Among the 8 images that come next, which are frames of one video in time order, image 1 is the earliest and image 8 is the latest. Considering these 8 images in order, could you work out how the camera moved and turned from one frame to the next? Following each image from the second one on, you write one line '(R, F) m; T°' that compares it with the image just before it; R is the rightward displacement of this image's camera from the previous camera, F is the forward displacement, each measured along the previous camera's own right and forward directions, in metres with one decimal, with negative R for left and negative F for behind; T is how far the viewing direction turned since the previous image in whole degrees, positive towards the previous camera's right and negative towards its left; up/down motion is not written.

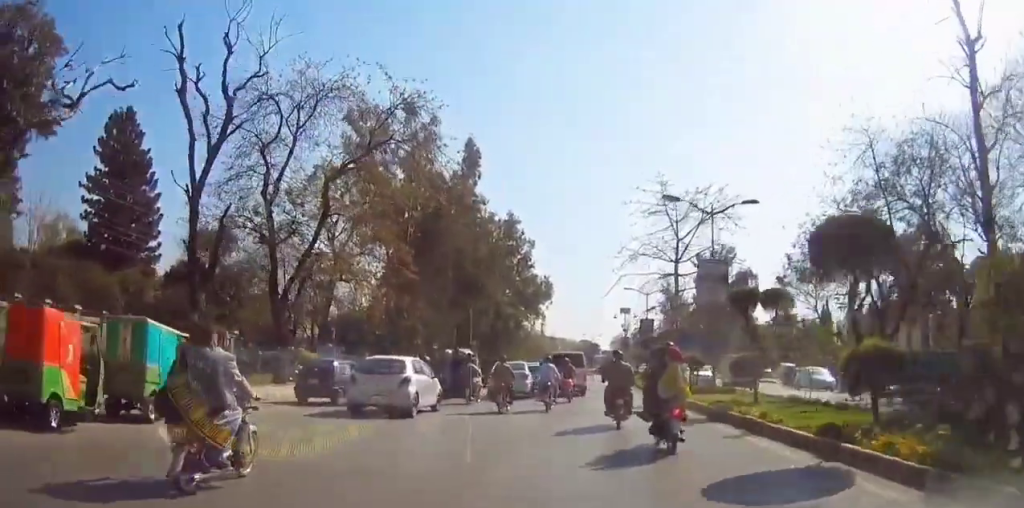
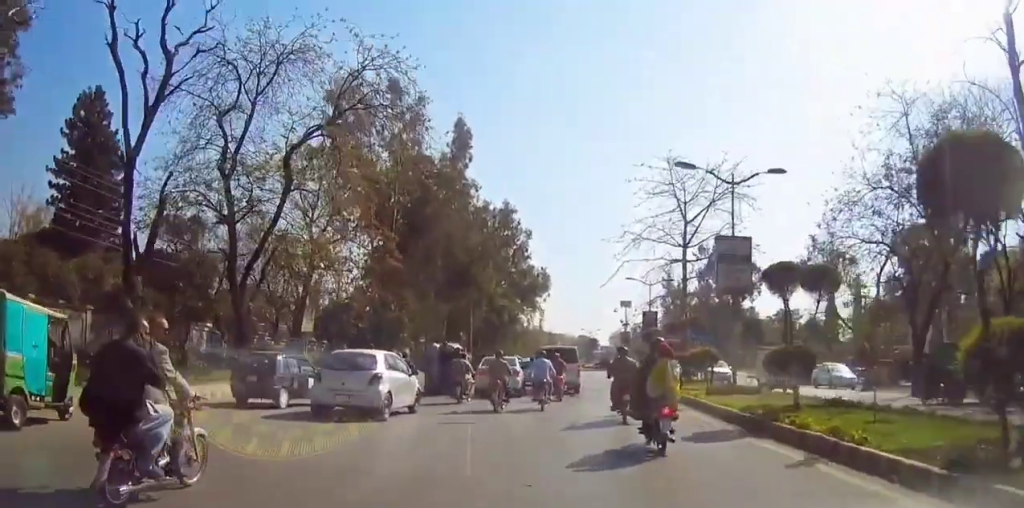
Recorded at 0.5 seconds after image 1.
(0.0, +4.2) m; +1°
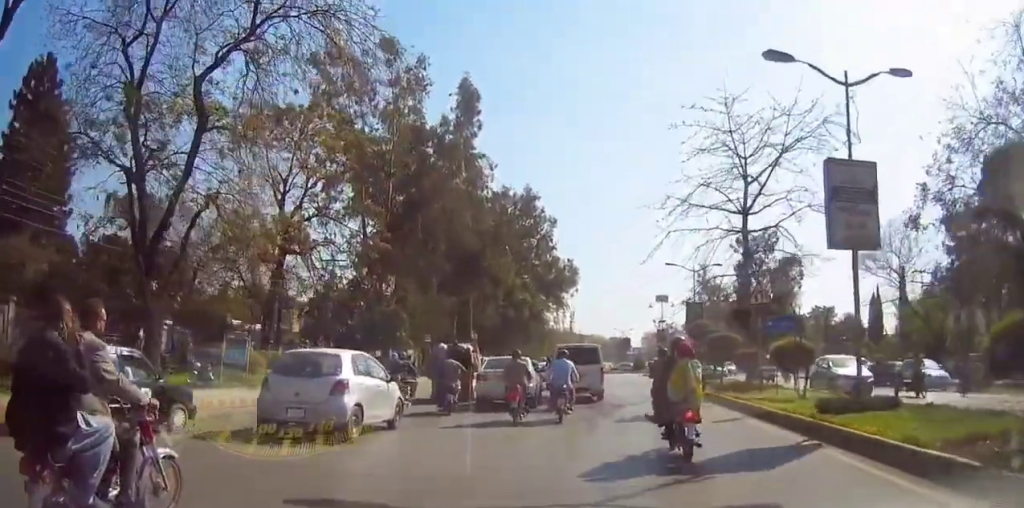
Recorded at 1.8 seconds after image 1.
(+0.1, +8.5) m; -2°
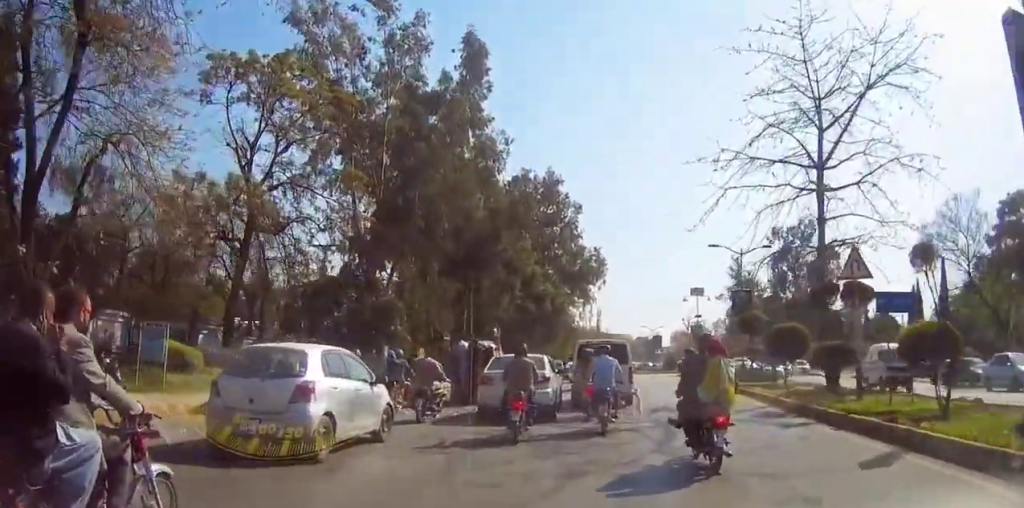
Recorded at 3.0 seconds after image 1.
(-0.7, +6.6) m; -10°
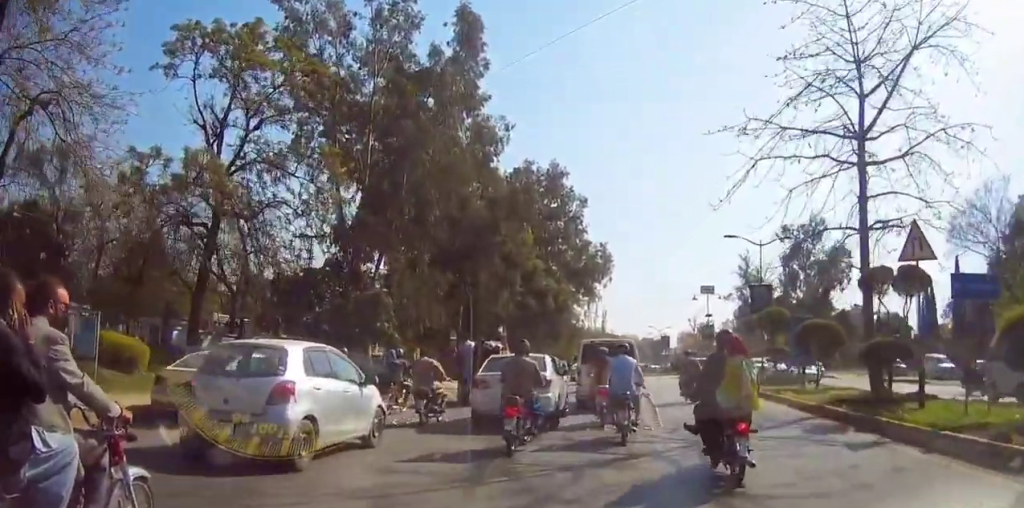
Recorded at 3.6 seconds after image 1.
(-0.5, +3.3) m; 0°
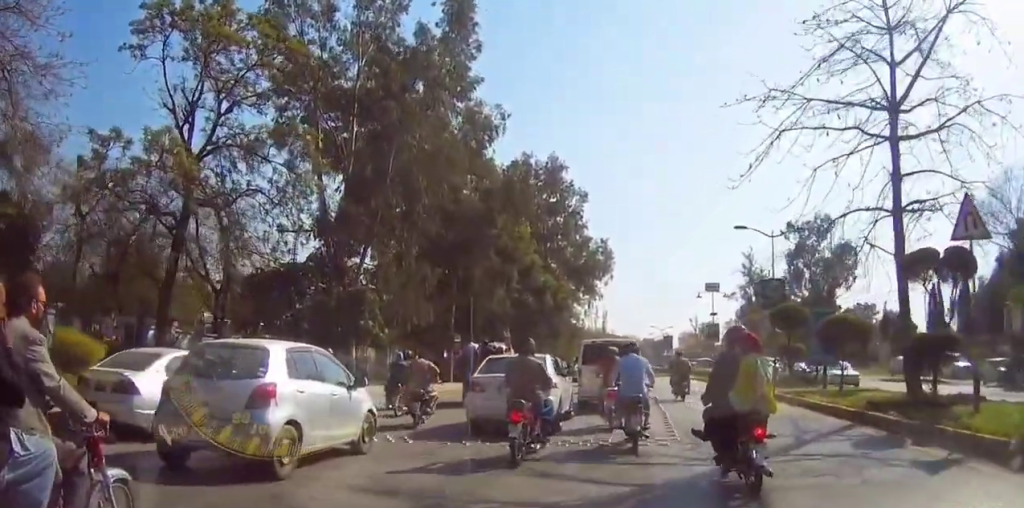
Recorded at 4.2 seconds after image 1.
(+0.6, +2.4) m; +6°
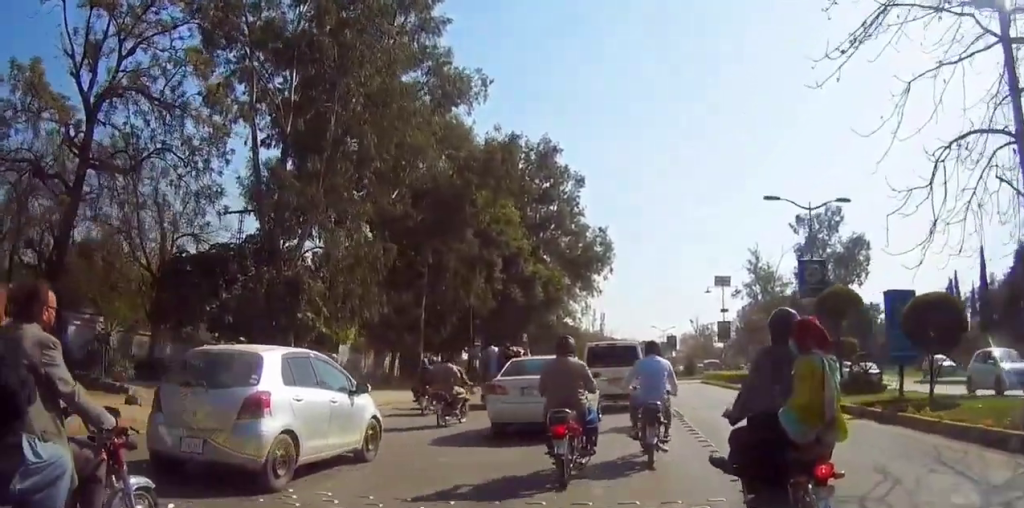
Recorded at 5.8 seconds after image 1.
(-0.1, +6.7) m; -5°
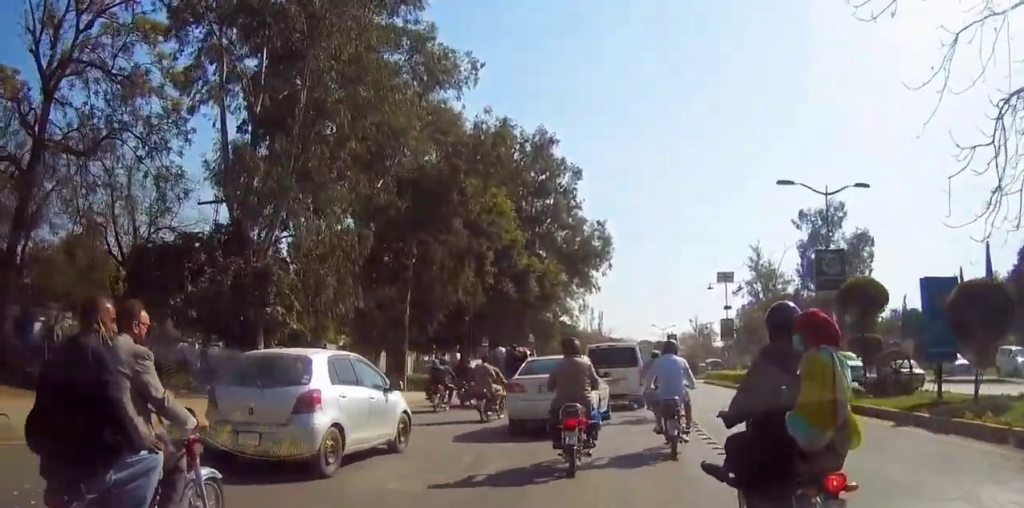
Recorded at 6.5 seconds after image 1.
(0.0, +2.4) m; -3°
